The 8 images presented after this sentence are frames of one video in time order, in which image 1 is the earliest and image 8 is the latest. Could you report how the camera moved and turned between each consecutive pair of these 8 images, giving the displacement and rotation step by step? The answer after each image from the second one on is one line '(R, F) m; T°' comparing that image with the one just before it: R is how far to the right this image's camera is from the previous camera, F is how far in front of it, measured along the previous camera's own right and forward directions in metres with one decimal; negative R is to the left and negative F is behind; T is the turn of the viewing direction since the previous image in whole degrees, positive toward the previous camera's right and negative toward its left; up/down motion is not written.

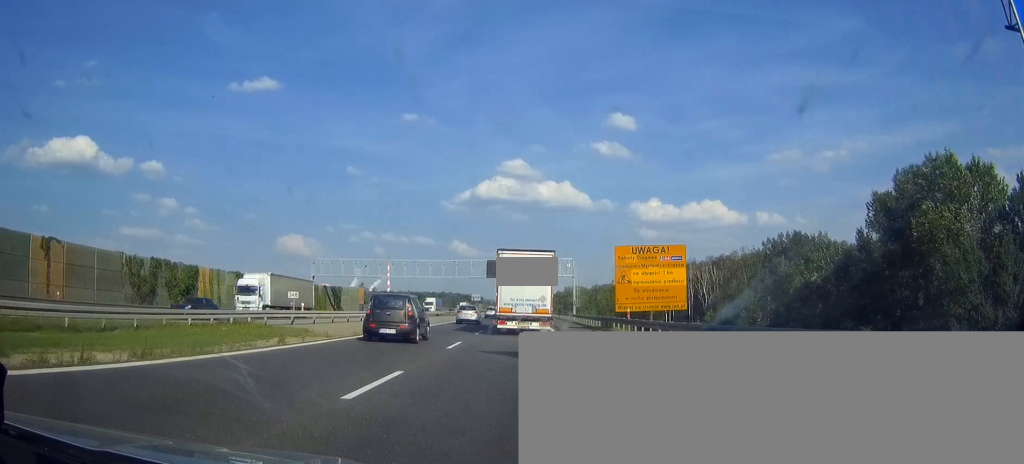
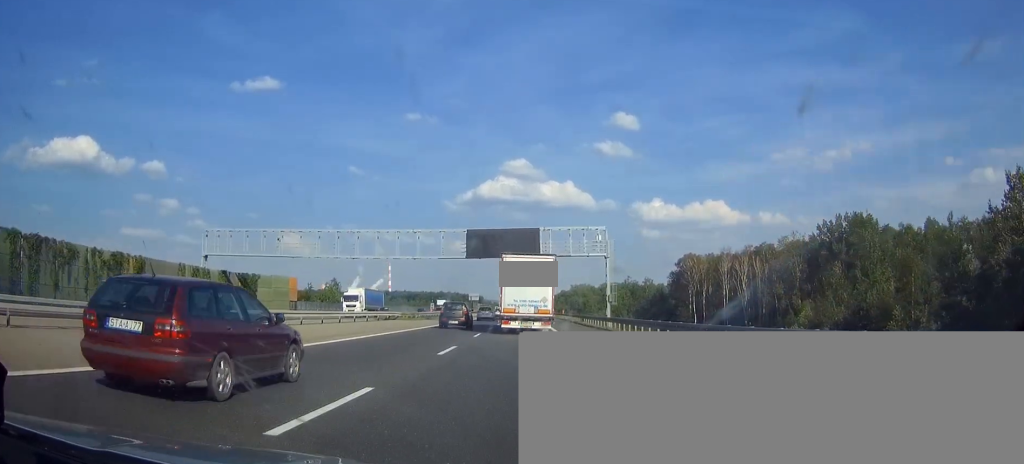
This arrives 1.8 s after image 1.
(-0.1, +39.2) m; 0°
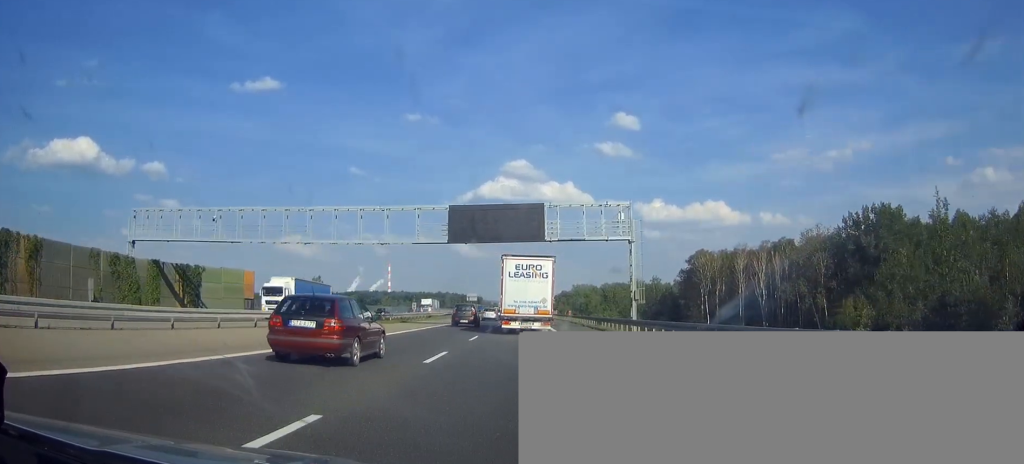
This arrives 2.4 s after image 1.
(0.0, +14.9) m; 0°
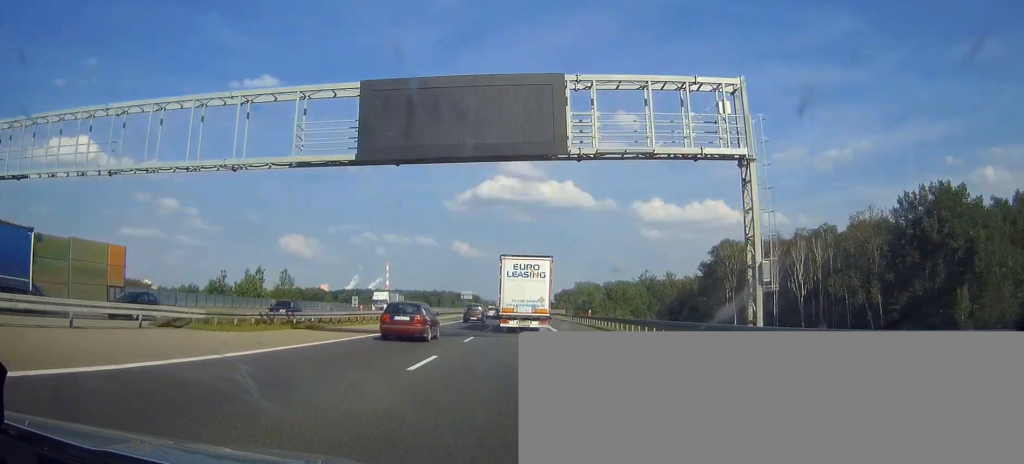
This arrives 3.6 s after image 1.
(0.0, +26.3) m; 0°
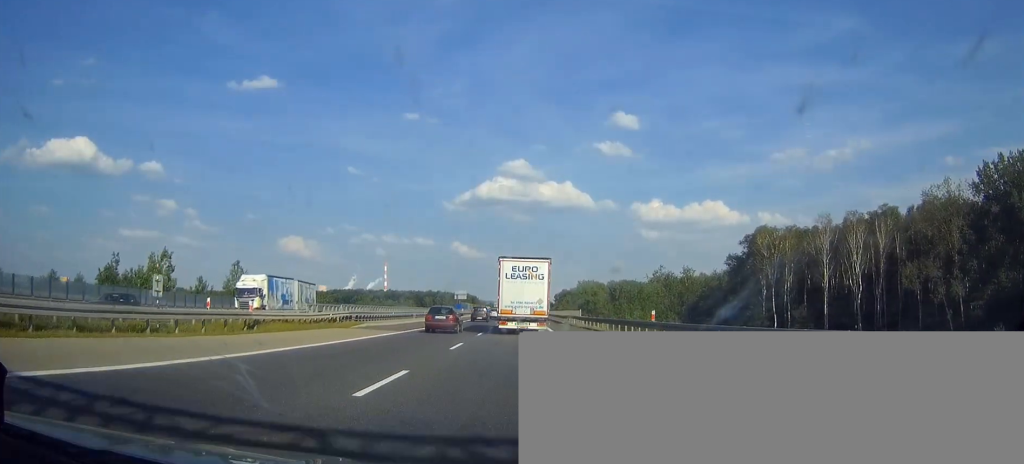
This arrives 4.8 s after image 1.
(0.0, +28.0) m; 0°
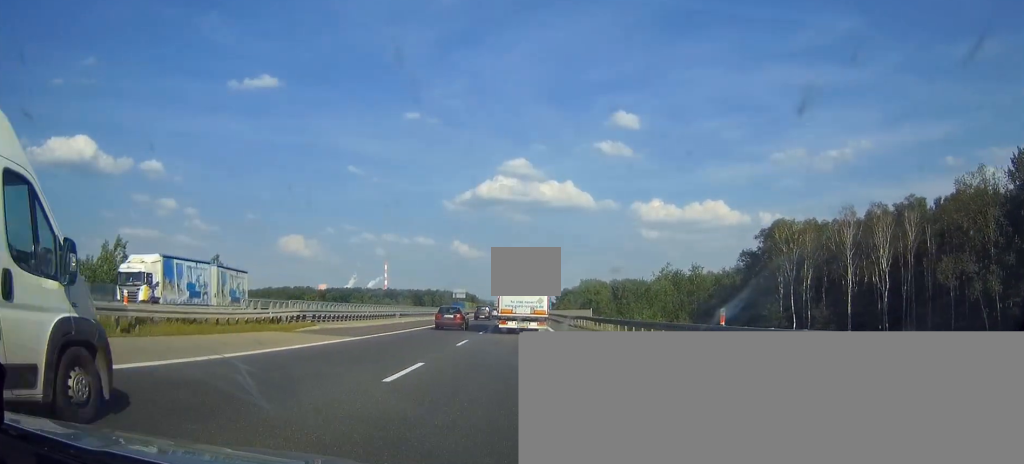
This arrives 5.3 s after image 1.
(0.0, +9.9) m; 0°
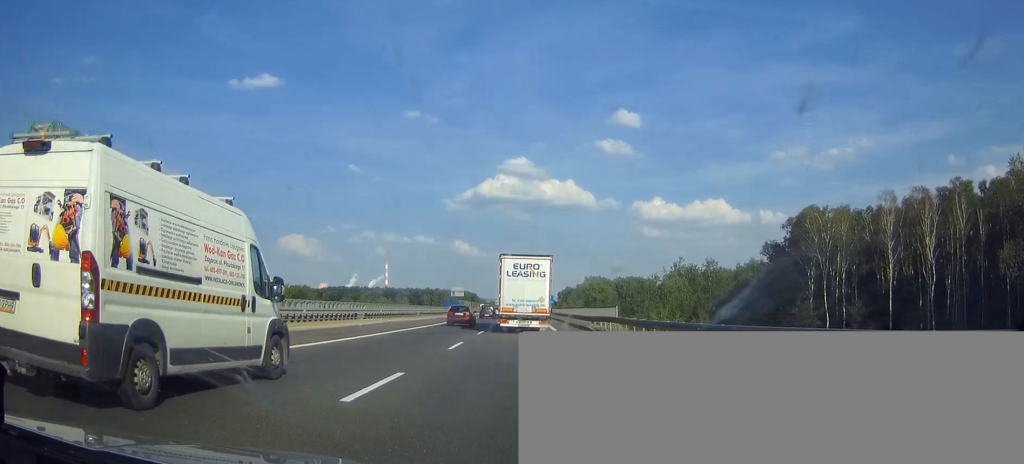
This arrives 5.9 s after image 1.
(0.0, +14.6) m; 0°
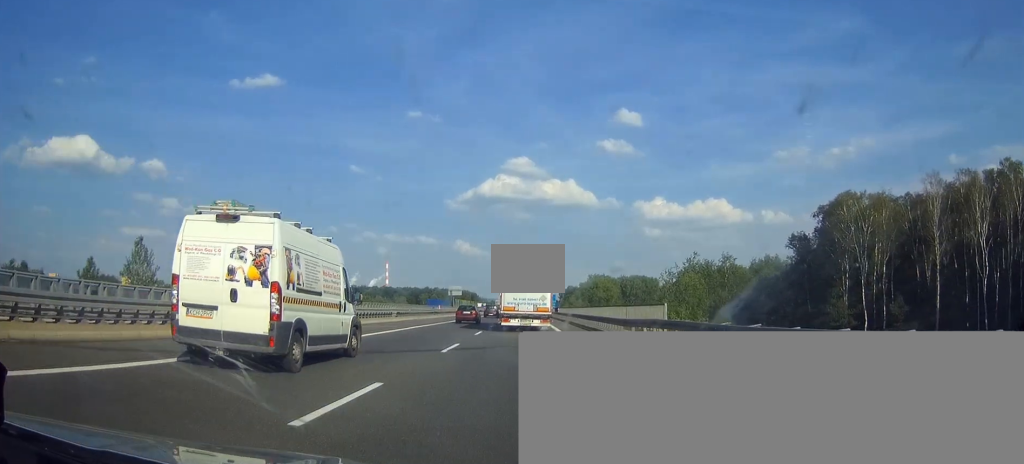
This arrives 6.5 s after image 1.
(0.0, +13.9) m; 0°
